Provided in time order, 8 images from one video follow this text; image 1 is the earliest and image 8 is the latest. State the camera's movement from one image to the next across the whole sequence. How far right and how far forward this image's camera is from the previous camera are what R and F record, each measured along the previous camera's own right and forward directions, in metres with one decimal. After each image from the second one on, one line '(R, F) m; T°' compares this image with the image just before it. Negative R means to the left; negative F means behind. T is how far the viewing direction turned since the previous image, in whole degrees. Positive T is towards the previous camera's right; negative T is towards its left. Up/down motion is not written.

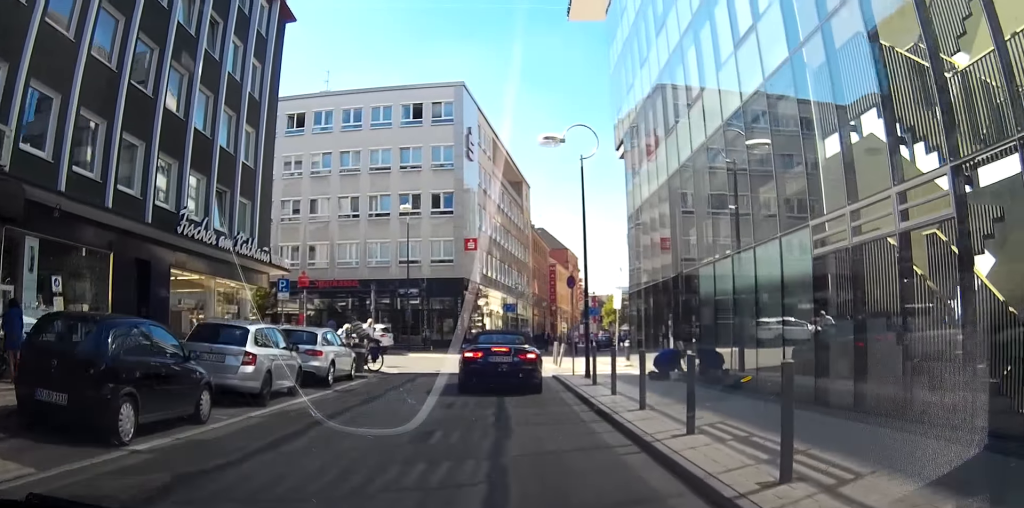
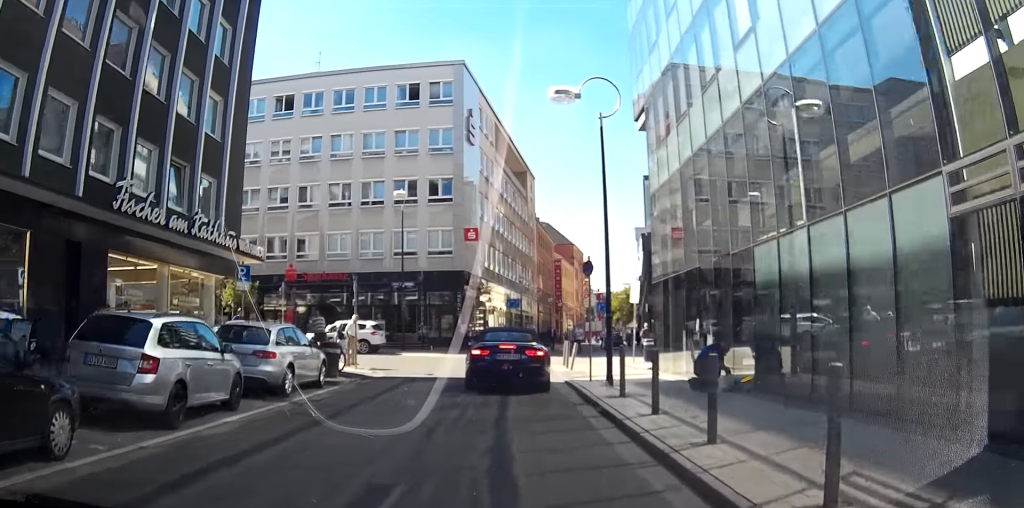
(0.0, +3.7) m; -2°
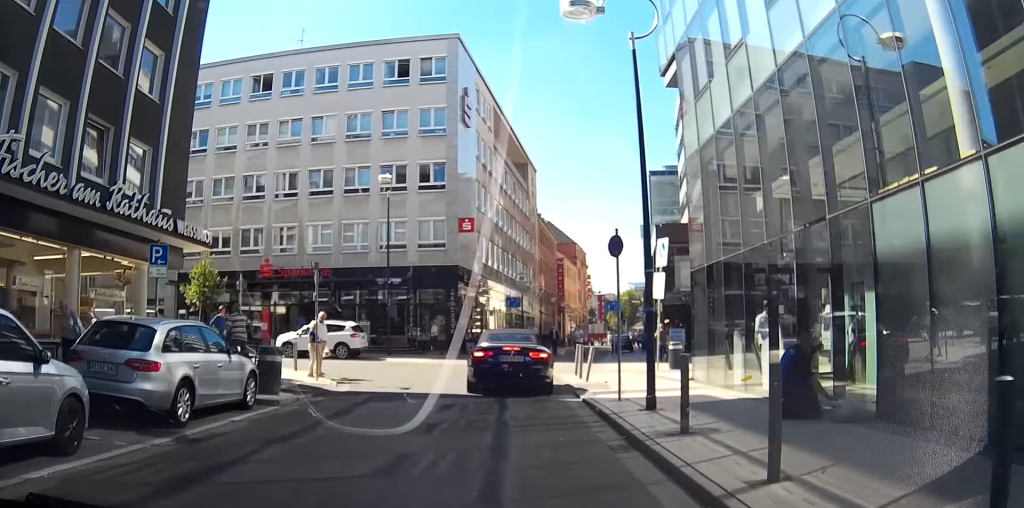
(-0.1, +4.5) m; -2°
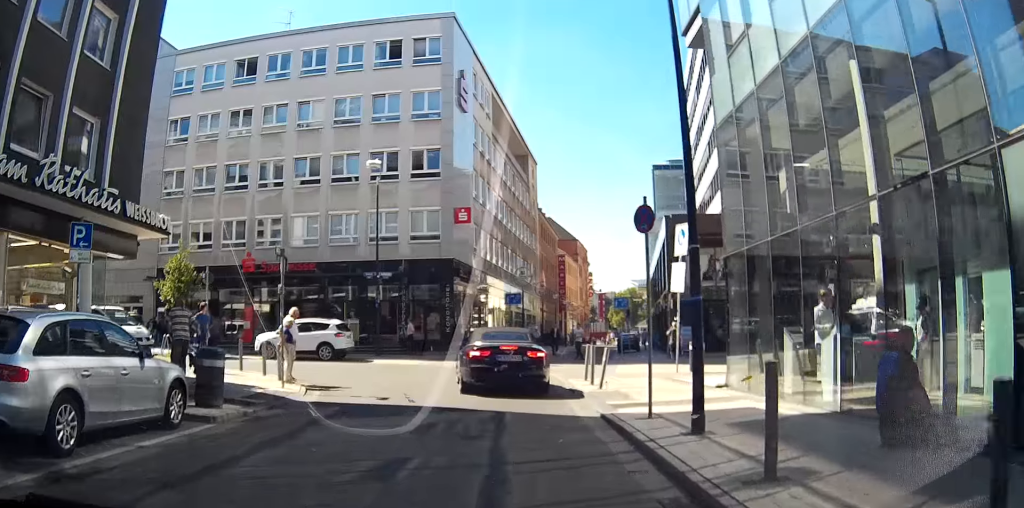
(0.0, +2.4) m; -1°
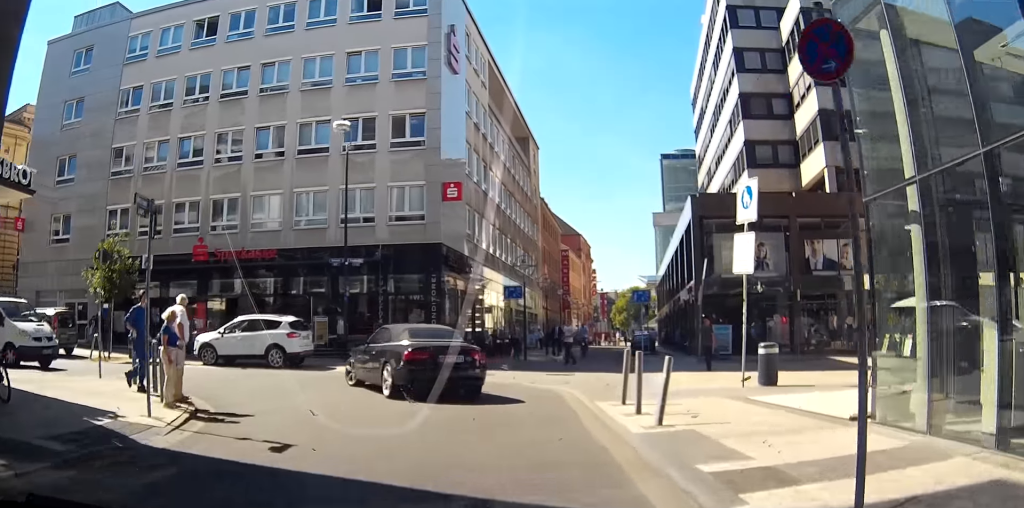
(0.0, +4.8) m; 0°
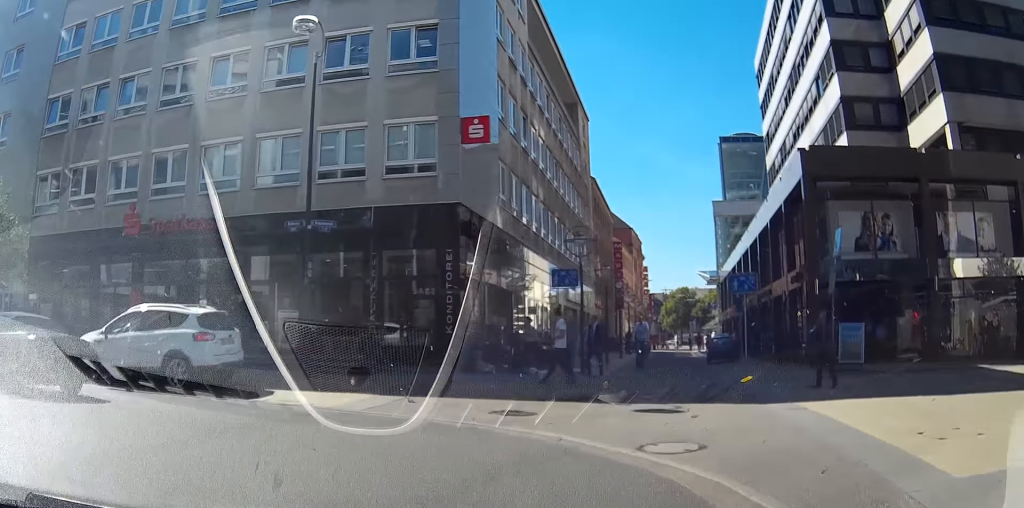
(0.0, +7.9) m; -15°
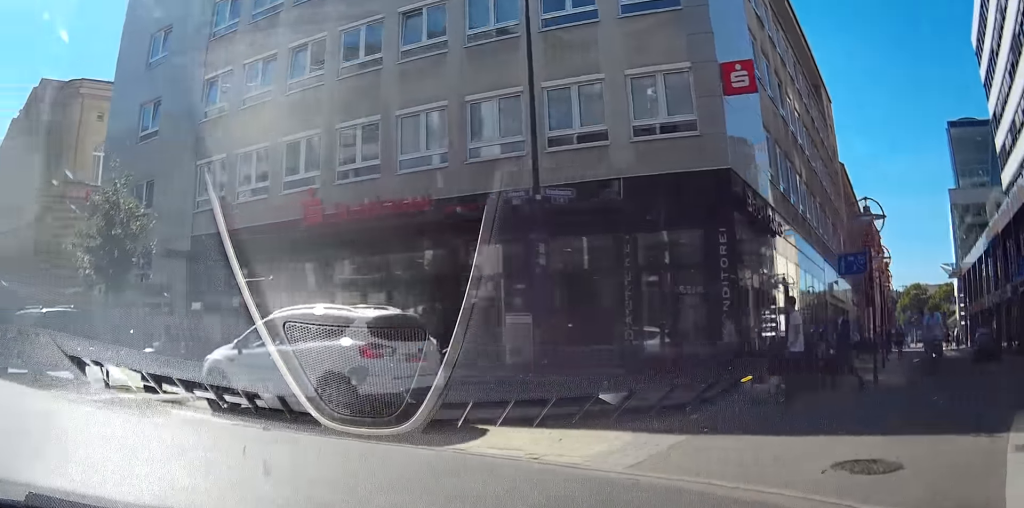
(-1.8, +3.1) m; -56°
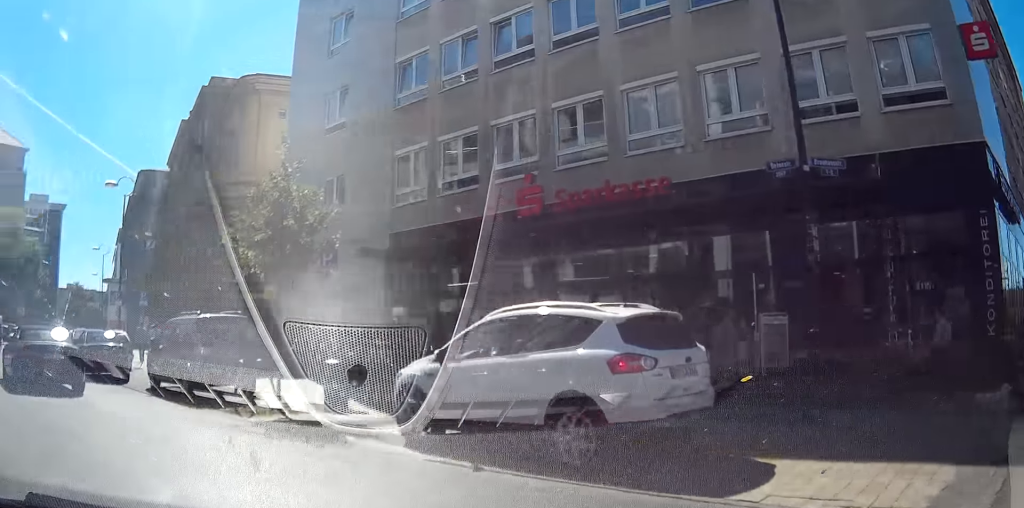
(-0.2, +2.3) m; -5°
